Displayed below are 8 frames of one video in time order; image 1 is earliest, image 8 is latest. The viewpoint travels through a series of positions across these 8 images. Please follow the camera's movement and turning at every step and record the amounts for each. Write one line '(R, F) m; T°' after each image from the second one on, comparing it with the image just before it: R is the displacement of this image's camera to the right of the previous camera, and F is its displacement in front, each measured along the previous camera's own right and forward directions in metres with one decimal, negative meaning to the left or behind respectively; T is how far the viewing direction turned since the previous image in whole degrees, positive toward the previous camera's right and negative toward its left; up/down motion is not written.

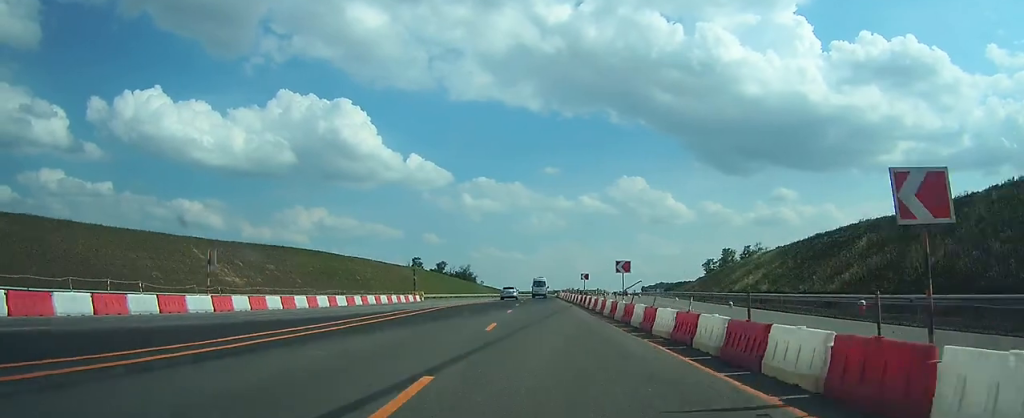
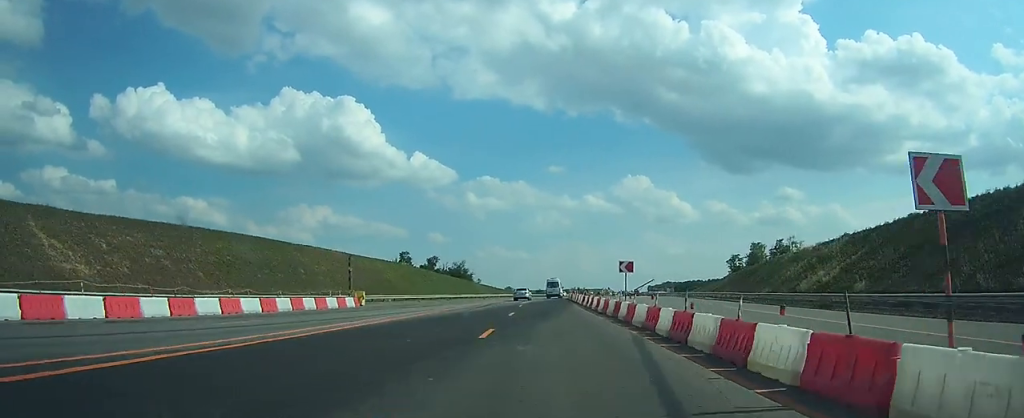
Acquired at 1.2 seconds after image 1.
(-0.3, +26.7) m; -1°
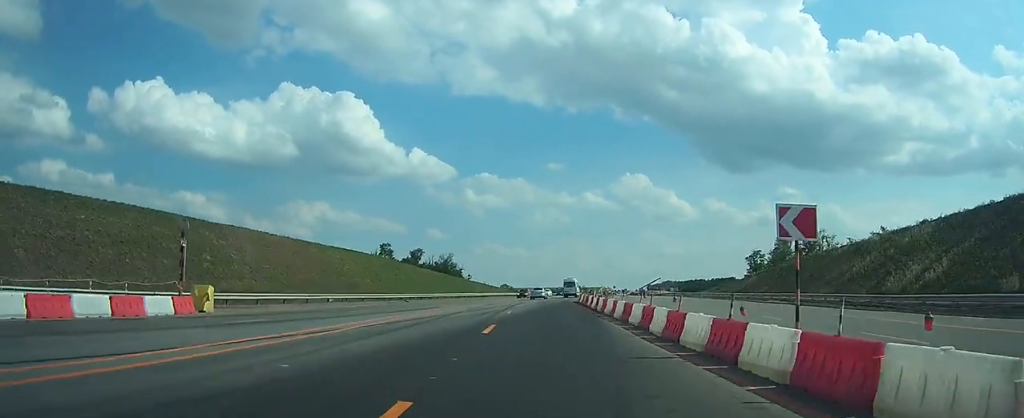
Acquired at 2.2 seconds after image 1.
(-0.1, +23.1) m; 0°
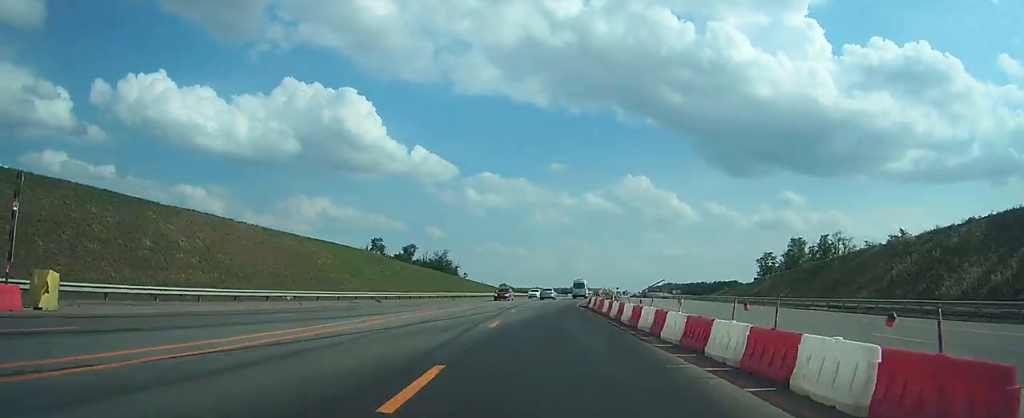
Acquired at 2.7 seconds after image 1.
(0.0, +9.7) m; 0°
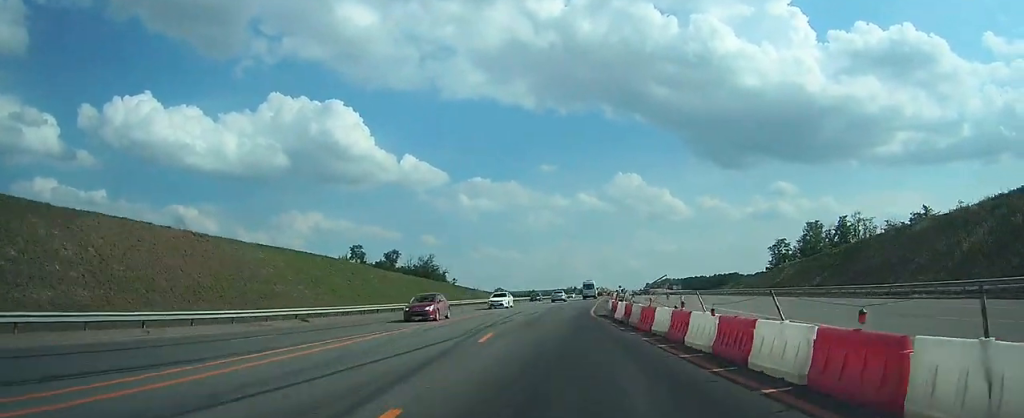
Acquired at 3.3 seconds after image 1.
(0.0, +14.2) m; 0°
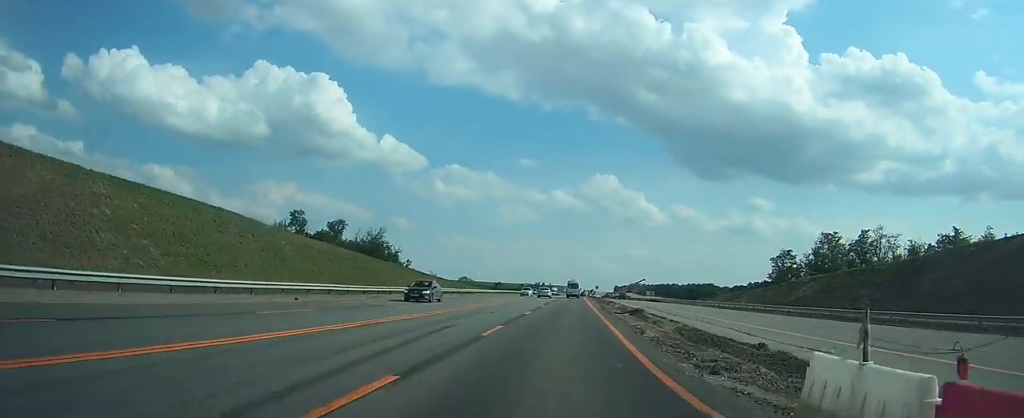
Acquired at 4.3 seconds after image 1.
(0.0, +22.4) m; +1°
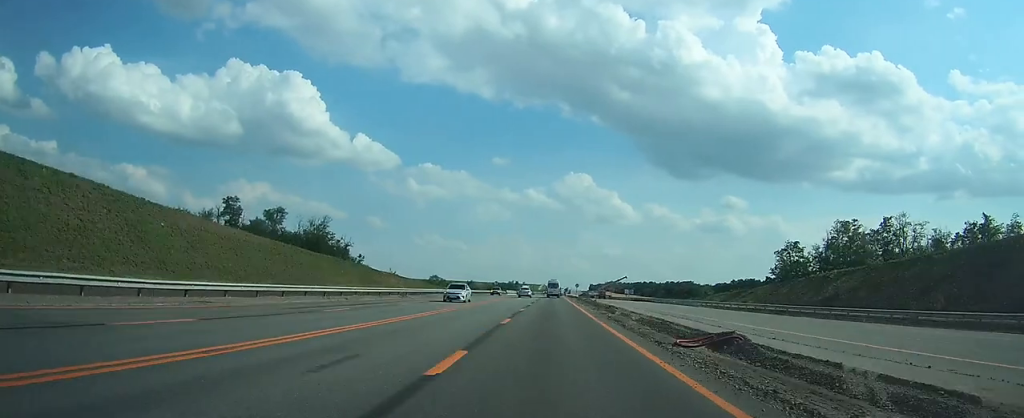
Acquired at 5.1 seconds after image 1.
(+0.2, +18.8) m; +2°
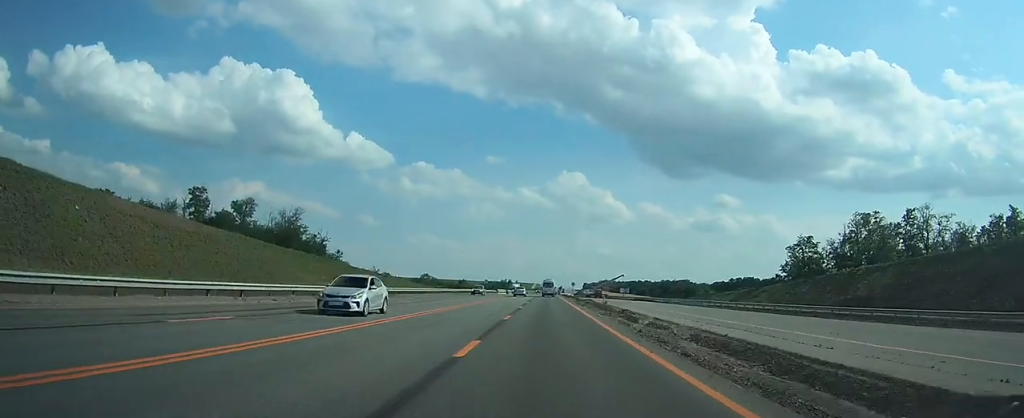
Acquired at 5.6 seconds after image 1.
(0.0, +9.8) m; +1°
